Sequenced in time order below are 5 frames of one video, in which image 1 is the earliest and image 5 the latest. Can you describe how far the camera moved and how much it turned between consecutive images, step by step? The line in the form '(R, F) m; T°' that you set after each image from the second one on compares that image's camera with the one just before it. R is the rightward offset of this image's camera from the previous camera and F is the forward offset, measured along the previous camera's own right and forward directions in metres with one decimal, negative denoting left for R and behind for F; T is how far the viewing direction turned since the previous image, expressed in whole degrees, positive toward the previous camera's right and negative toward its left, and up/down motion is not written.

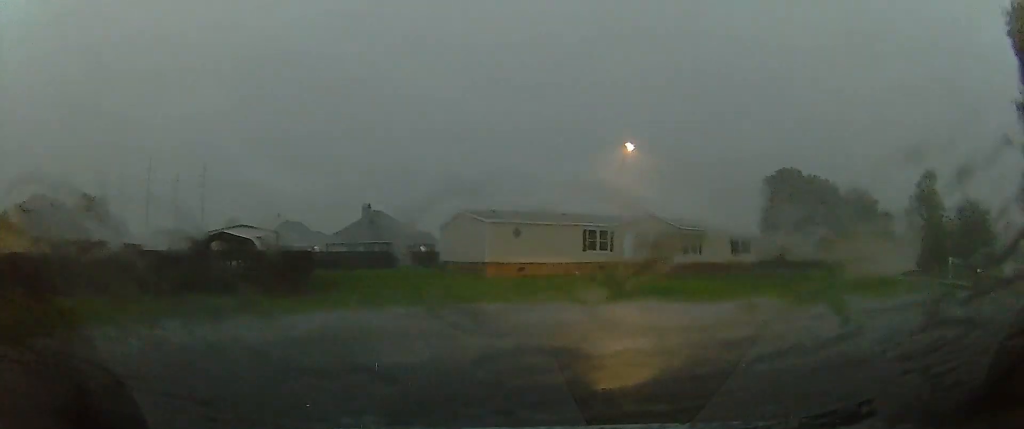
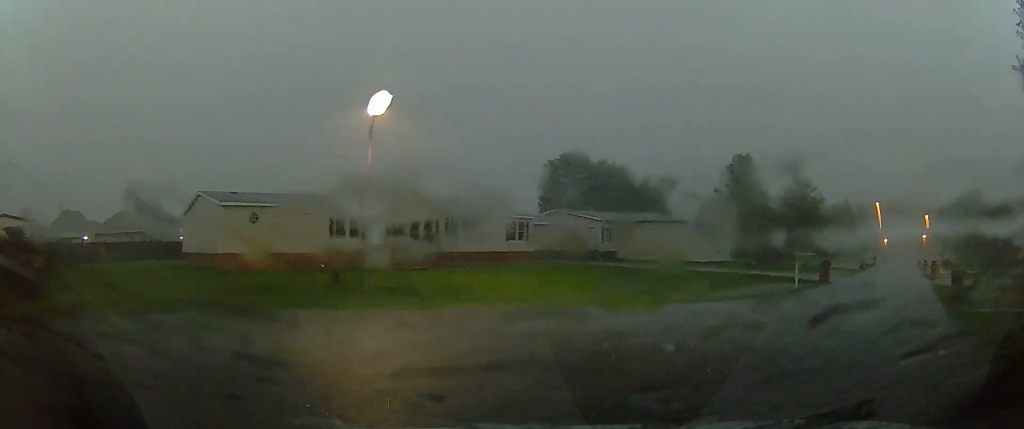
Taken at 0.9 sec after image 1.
(+0.4, +5.5) m; +17°
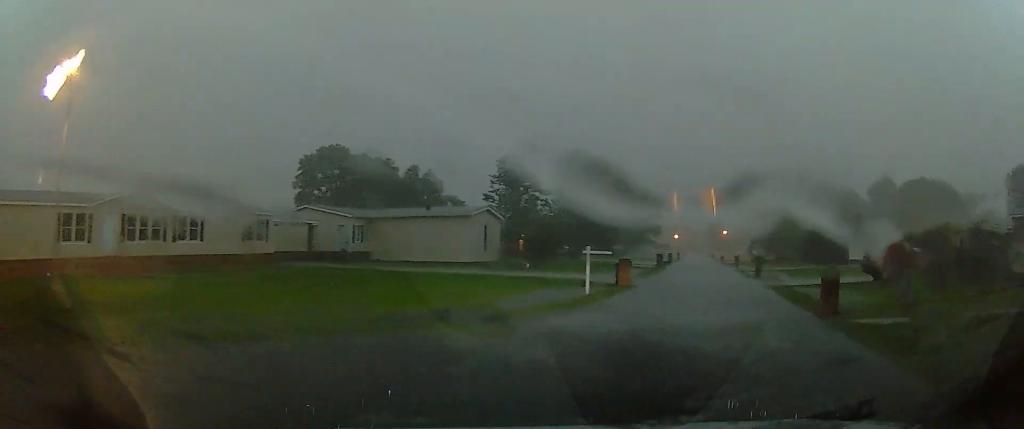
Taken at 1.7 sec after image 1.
(+1.3, +5.3) m; +17°
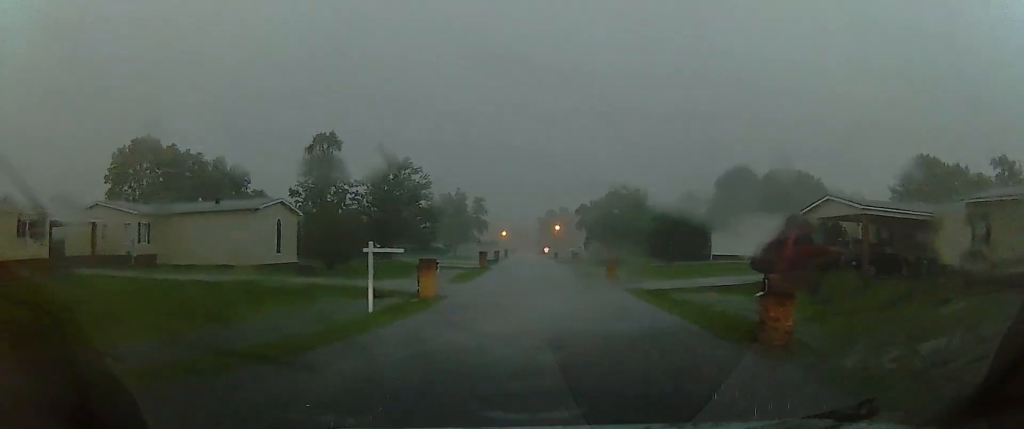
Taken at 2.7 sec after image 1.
(+0.3, +6.3) m; +15°
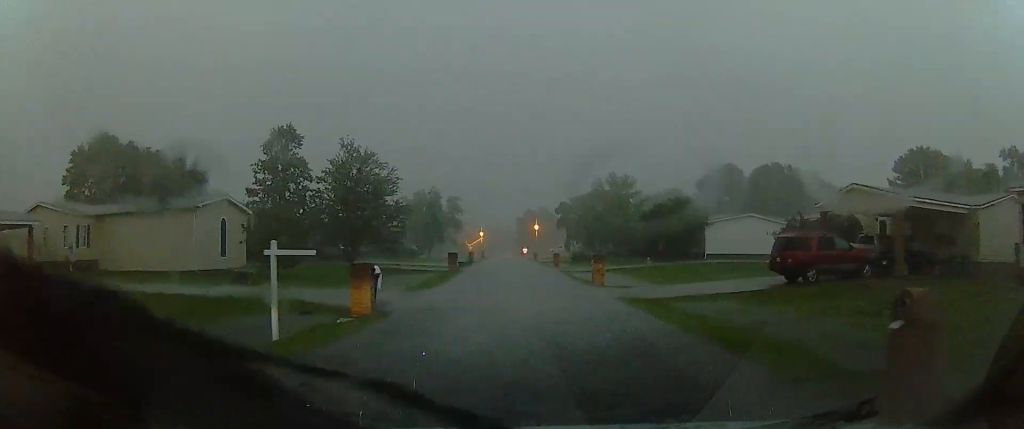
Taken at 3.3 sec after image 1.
(+0.9, +4.4) m; +7°
